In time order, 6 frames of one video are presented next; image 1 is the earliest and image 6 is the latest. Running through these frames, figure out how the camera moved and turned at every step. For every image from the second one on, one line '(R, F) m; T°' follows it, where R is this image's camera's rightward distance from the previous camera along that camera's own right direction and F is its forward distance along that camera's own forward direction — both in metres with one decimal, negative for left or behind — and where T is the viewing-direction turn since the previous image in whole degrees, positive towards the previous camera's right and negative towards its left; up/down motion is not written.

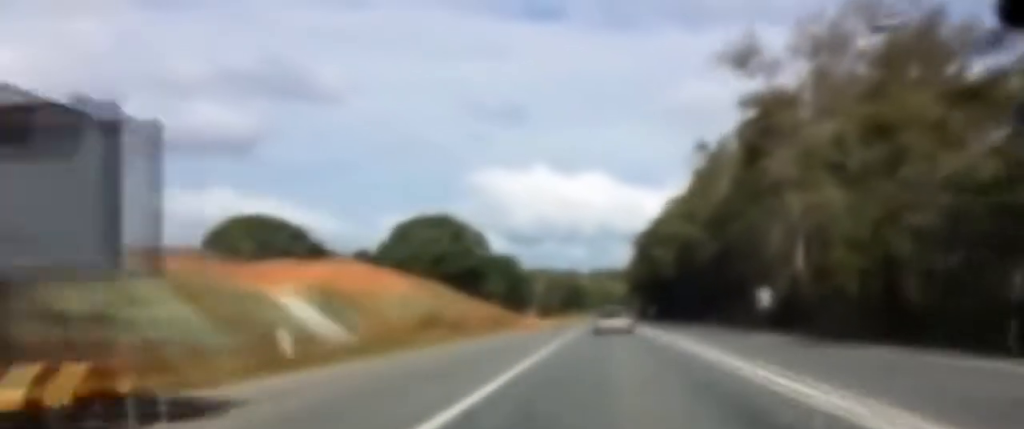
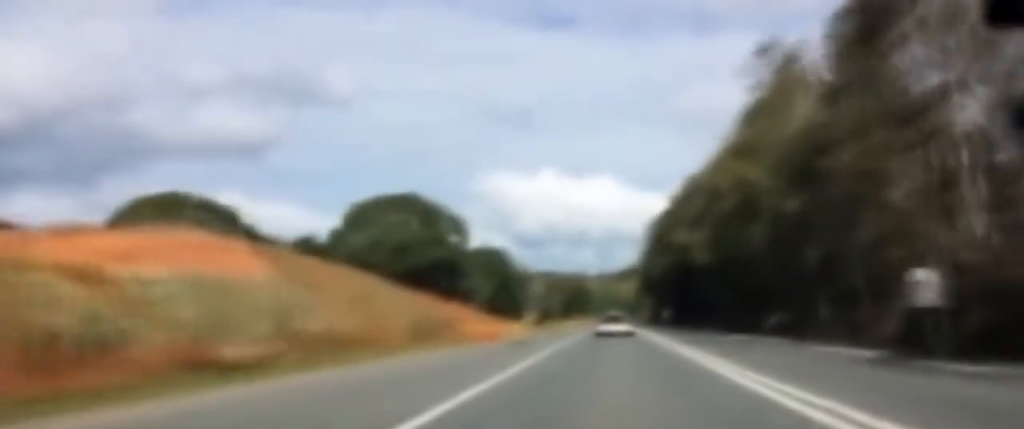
(-0.1, +27.6) m; -1°
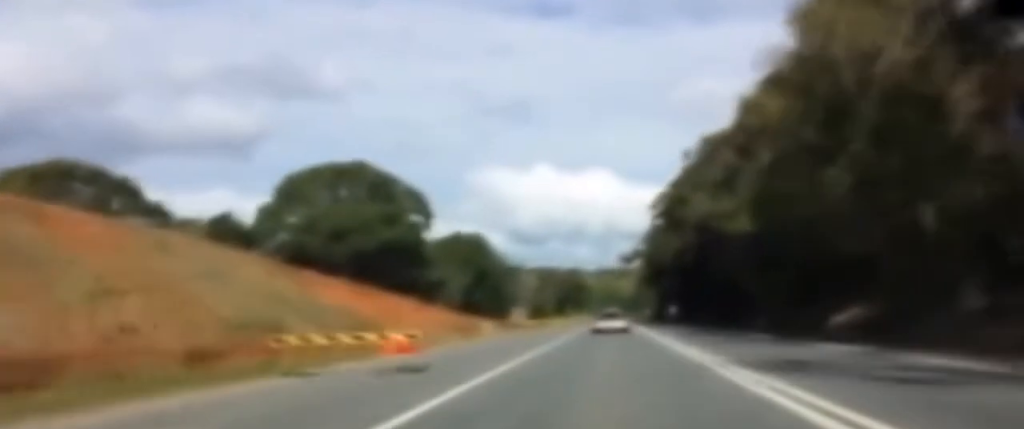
(0.0, +18.6) m; 0°
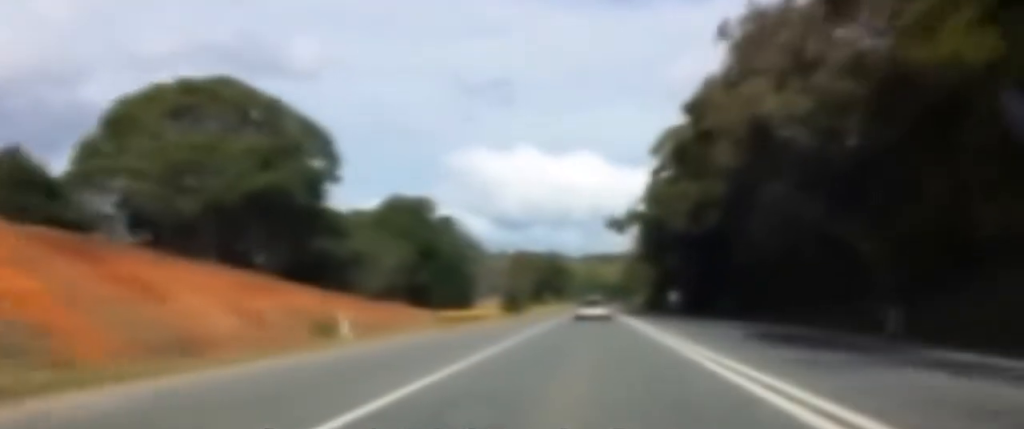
(0.0, +25.8) m; 0°
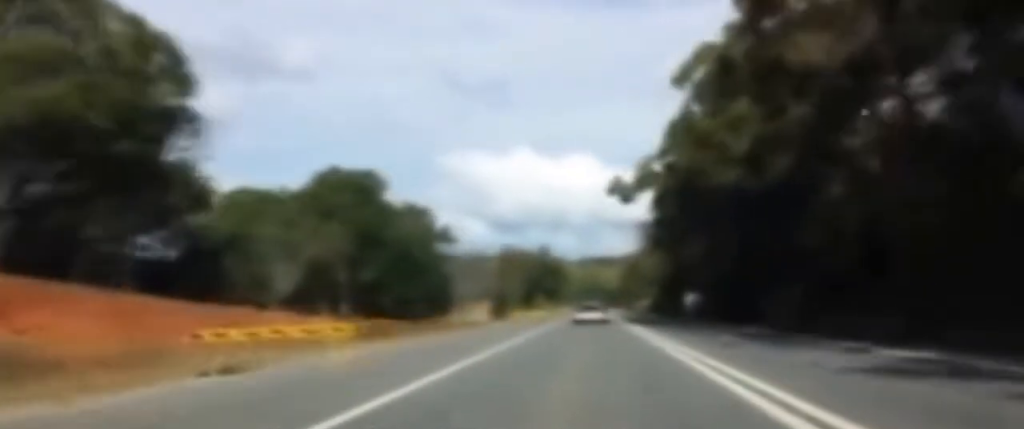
(-0.1, +23.2) m; 0°
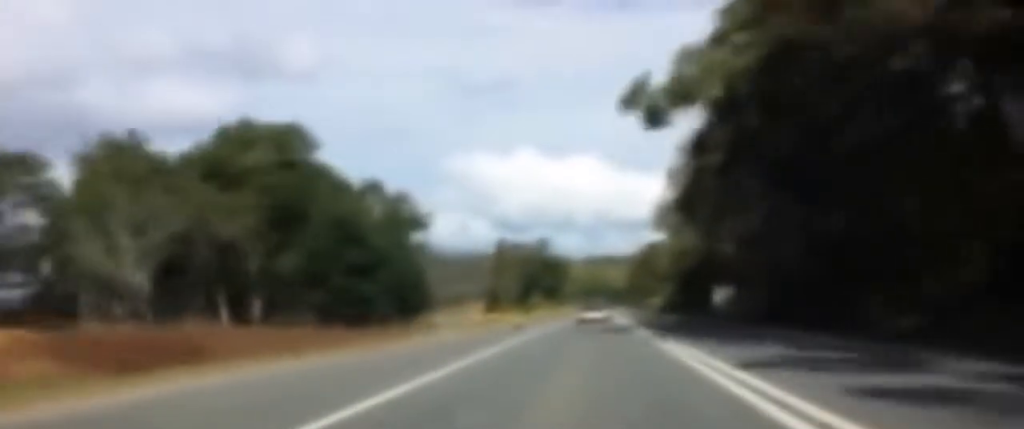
(+0.1, +21.4) m; 0°
